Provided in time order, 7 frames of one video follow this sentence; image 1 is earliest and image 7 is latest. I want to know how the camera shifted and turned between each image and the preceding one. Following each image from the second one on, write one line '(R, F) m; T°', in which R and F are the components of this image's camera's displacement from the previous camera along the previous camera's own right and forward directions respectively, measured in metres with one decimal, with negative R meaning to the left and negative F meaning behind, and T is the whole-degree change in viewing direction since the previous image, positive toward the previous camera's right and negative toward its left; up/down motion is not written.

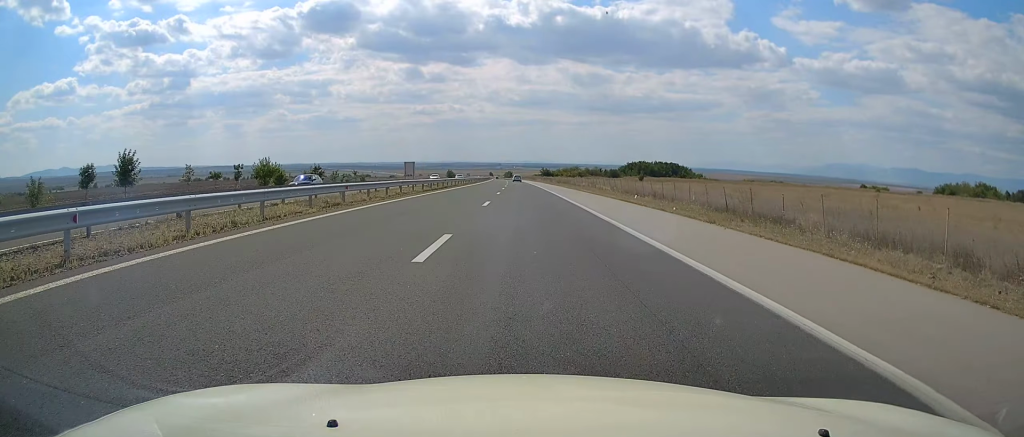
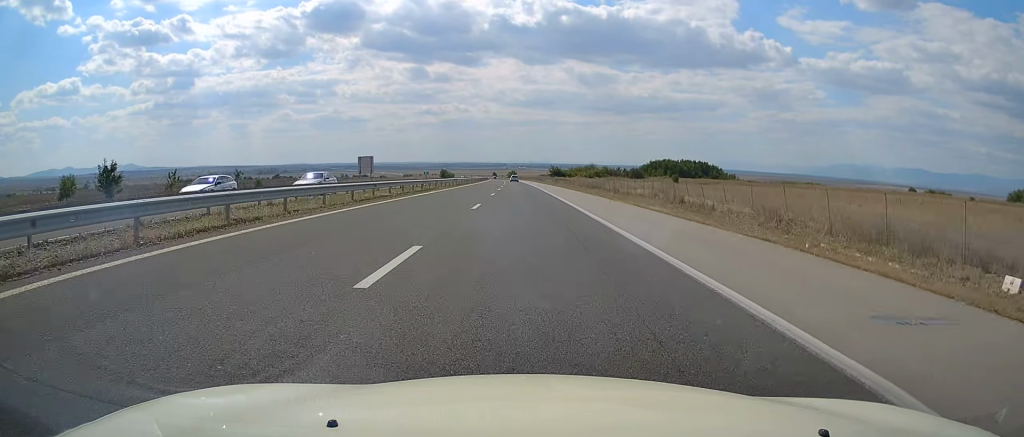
(-0.1, +49.8) m; 0°
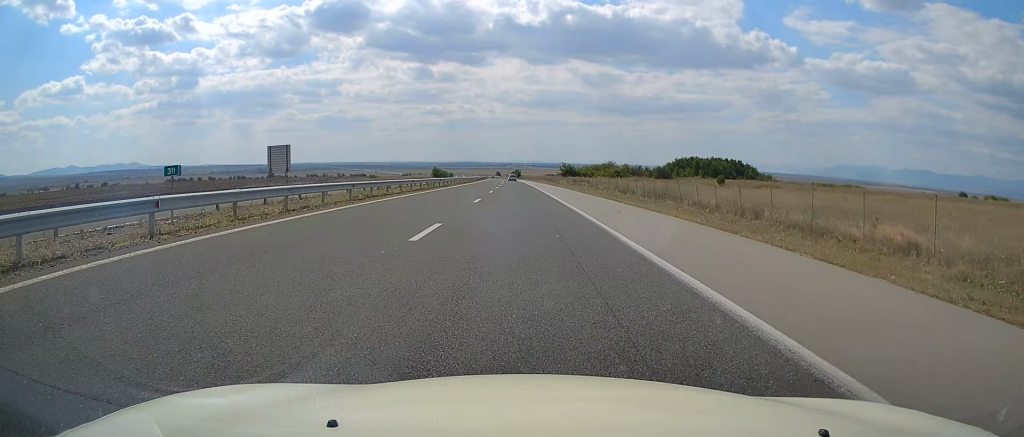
(0.0, +42.9) m; 0°
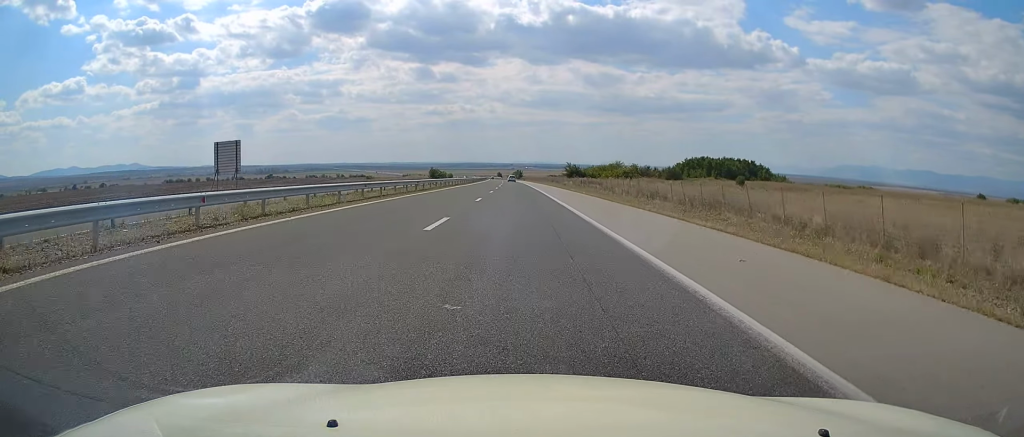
(0.0, +13.5) m; 0°
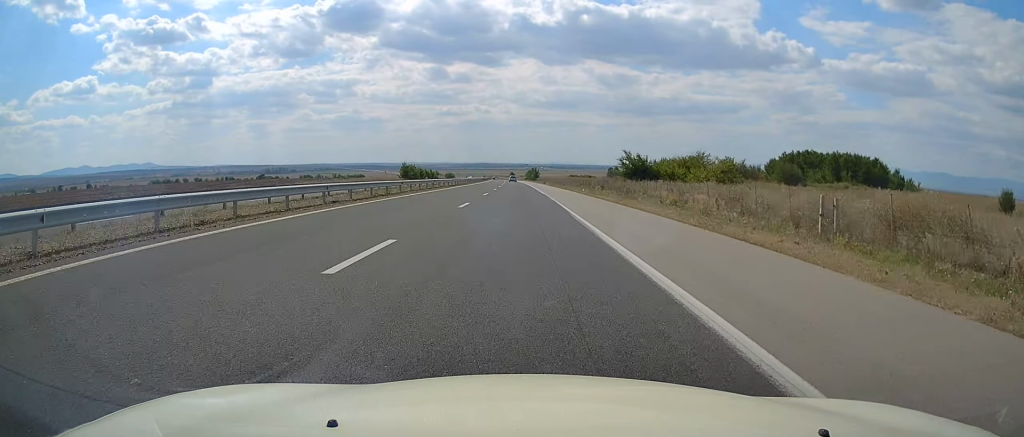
(-1.6, +85.1) m; -2°
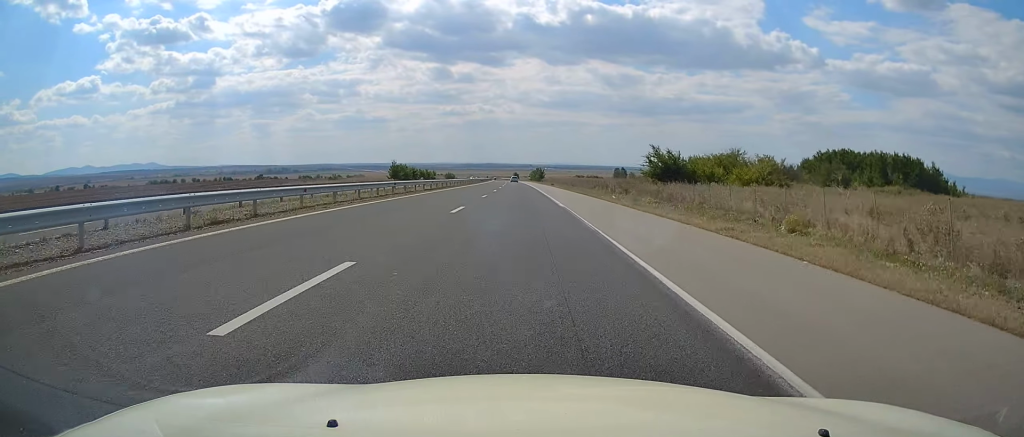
(0.0, +18.7) m; 0°
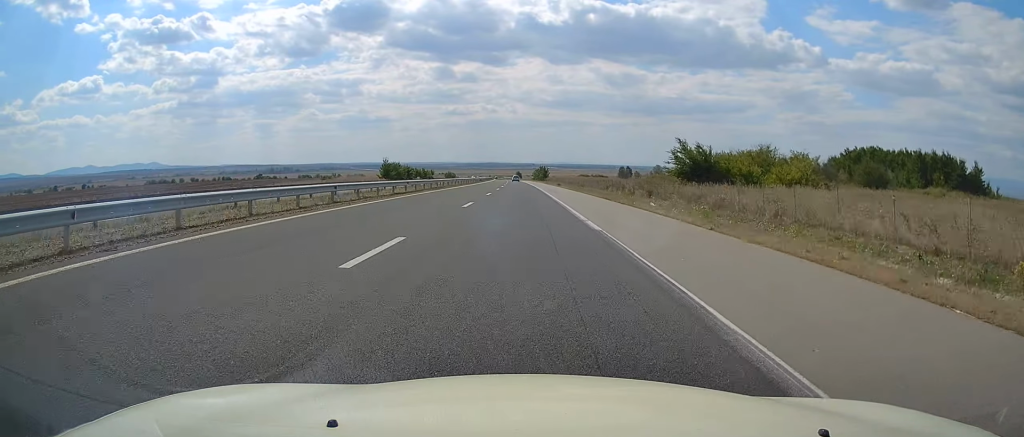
(0.0, +12.5) m; 0°
